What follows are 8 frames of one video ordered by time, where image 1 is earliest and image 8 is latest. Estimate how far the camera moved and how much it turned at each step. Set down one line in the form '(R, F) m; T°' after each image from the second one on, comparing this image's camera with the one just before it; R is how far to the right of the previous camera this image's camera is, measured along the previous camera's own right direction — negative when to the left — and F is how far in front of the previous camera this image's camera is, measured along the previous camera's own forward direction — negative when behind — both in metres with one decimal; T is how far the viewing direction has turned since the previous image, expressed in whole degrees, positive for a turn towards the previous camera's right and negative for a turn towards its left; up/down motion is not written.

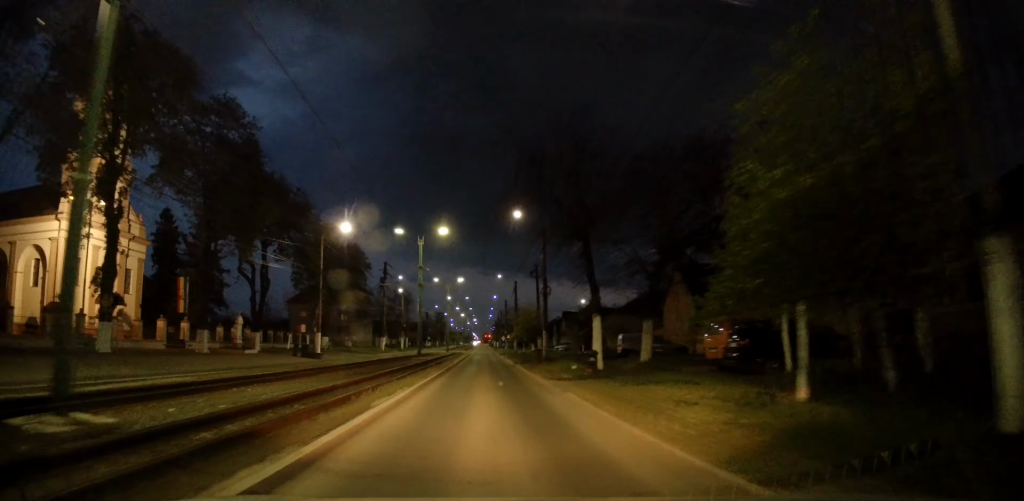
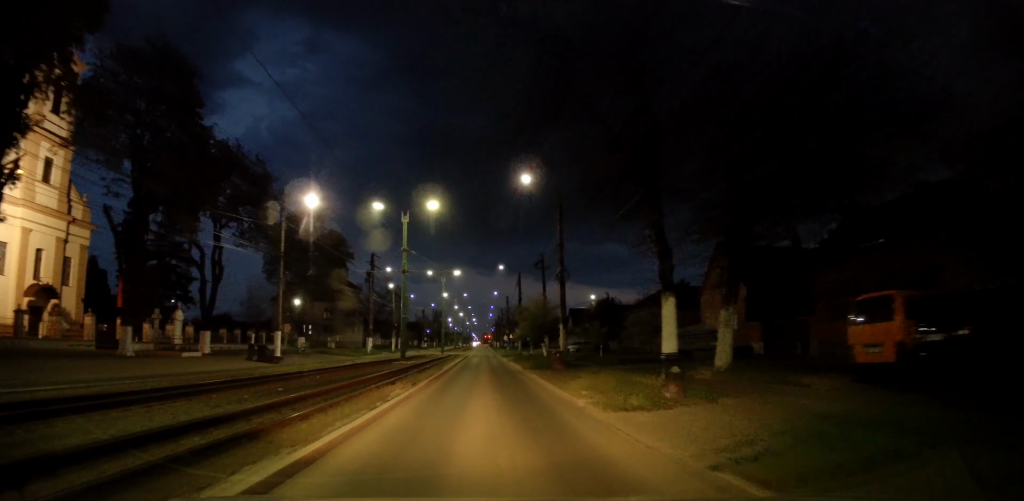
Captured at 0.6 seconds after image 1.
(+0.1, +8.5) m; 0°
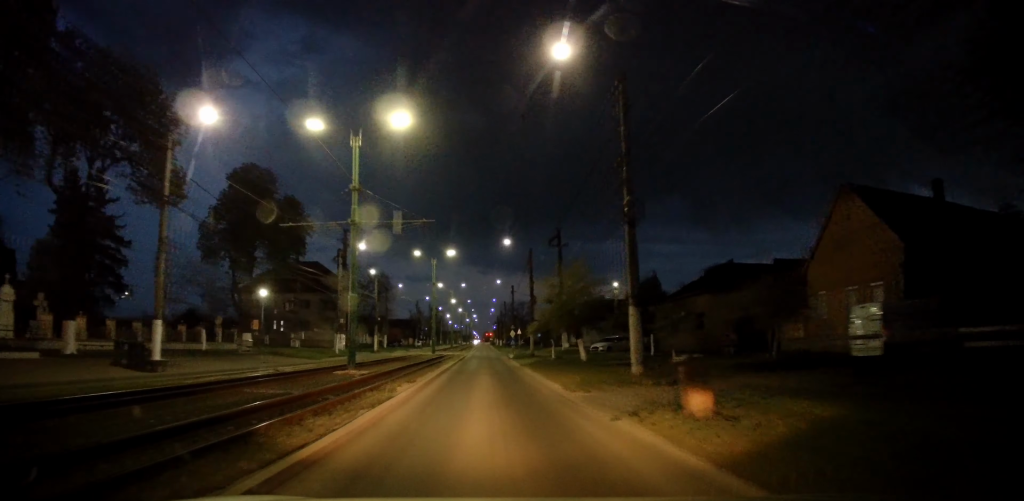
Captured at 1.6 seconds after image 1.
(-0.3, +13.8) m; 0°
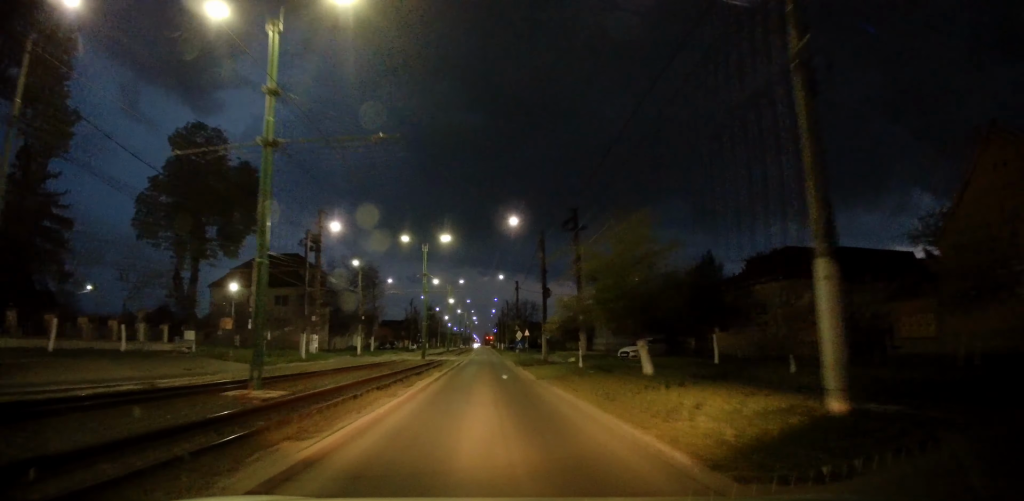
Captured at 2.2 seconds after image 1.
(+0.3, +9.1) m; 0°
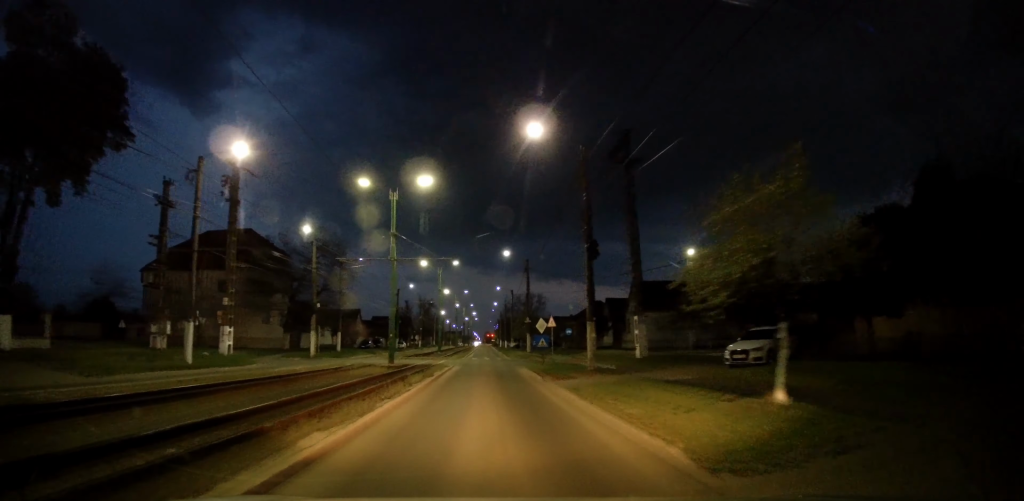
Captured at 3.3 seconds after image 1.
(-0.2, +15.9) m; 0°
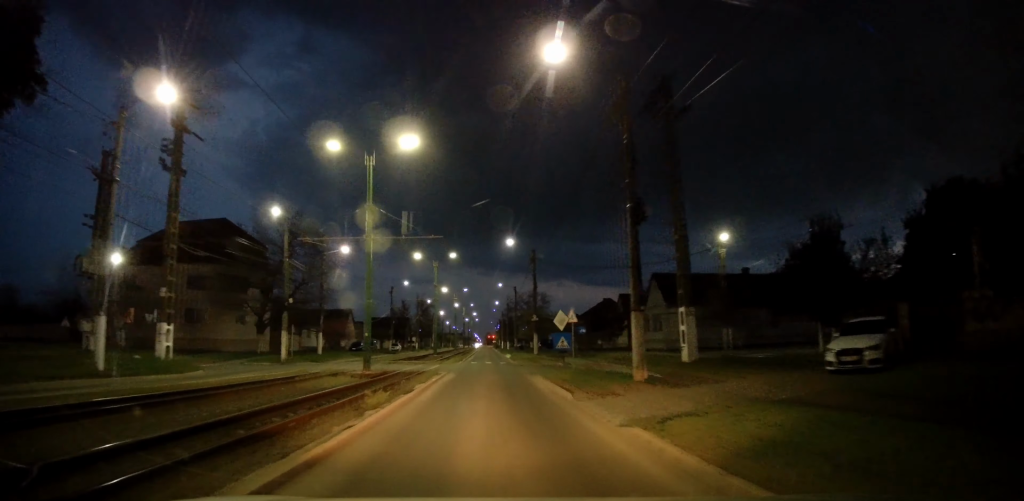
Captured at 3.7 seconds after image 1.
(0.0, +6.4) m; 0°
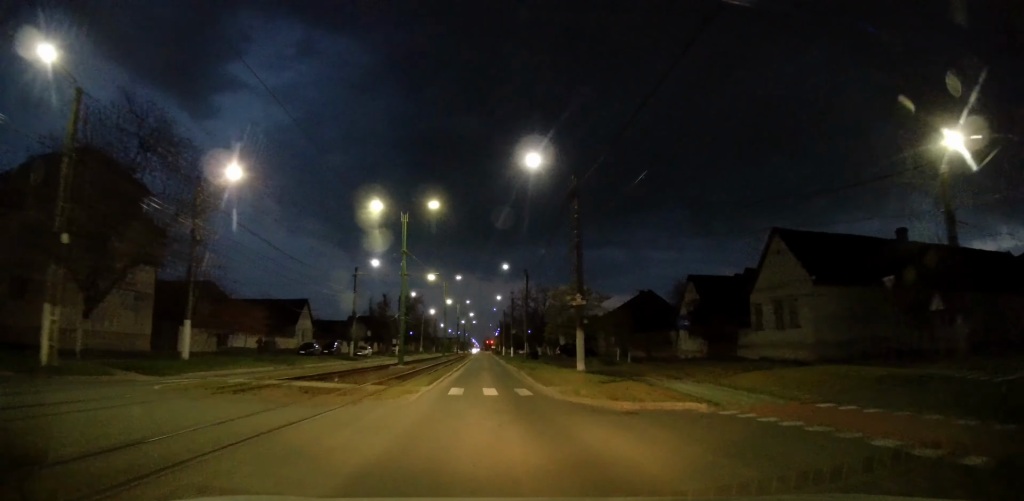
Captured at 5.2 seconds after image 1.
(+0.2, +21.4) m; 0°
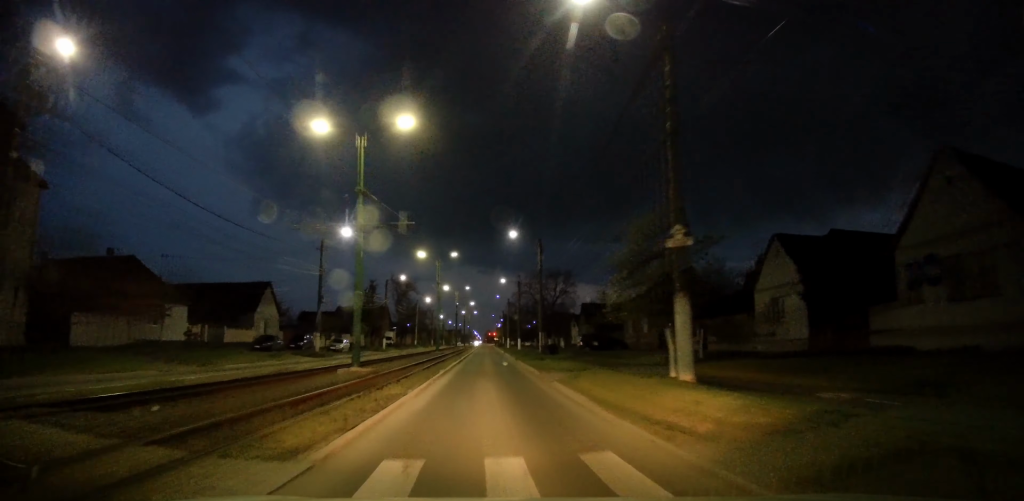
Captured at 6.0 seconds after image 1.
(0.0, +12.2) m; -1°
